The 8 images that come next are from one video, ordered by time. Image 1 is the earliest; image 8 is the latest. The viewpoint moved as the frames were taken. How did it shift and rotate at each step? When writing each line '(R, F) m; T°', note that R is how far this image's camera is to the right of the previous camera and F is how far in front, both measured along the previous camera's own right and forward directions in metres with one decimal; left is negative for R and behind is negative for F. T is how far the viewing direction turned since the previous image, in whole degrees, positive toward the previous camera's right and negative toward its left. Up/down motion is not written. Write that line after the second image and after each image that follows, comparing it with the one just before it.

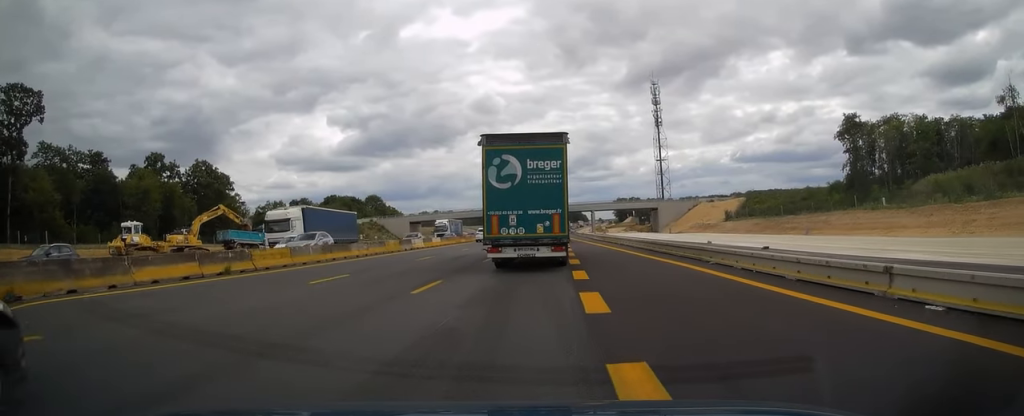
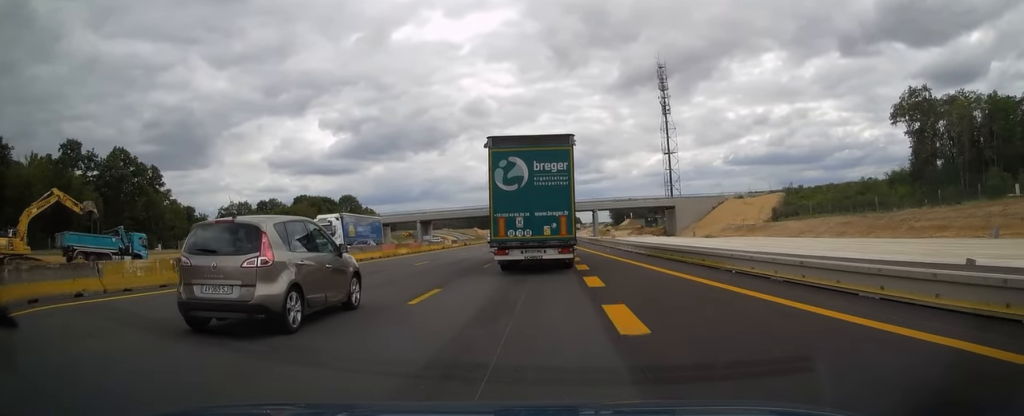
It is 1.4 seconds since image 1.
(+0.2, +28.0) m; +1°
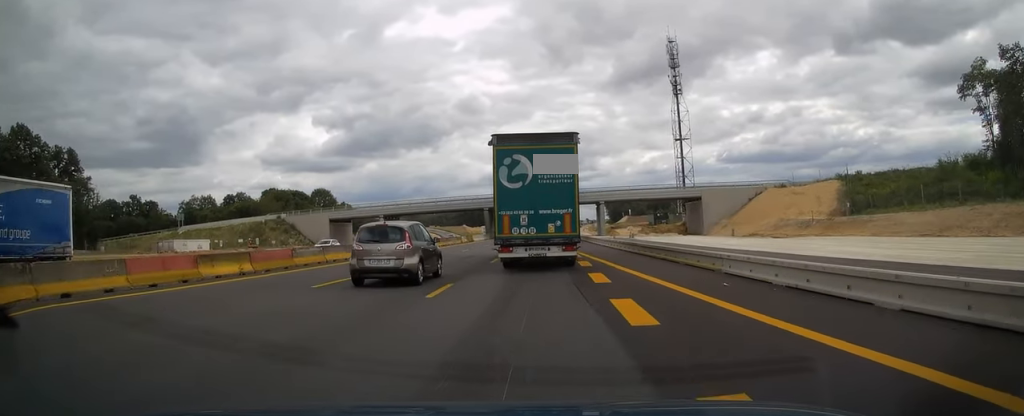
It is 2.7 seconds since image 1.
(+0.2, +25.6) m; 0°
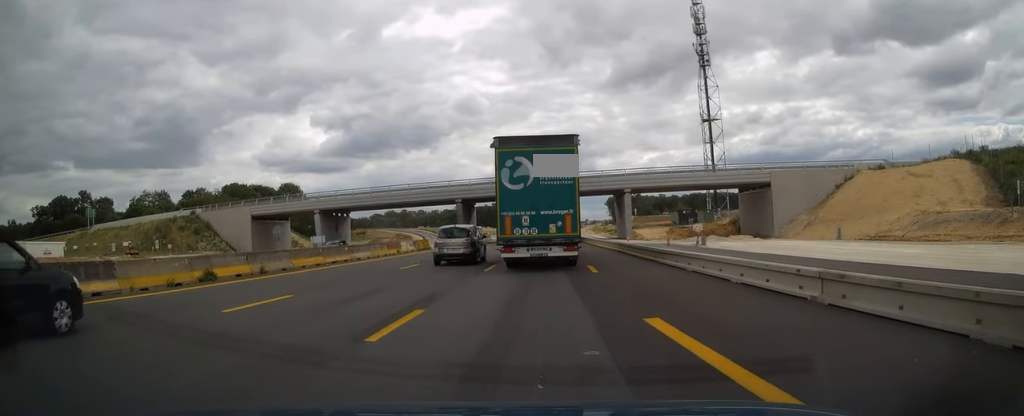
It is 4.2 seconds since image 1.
(0.0, +31.1) m; 0°
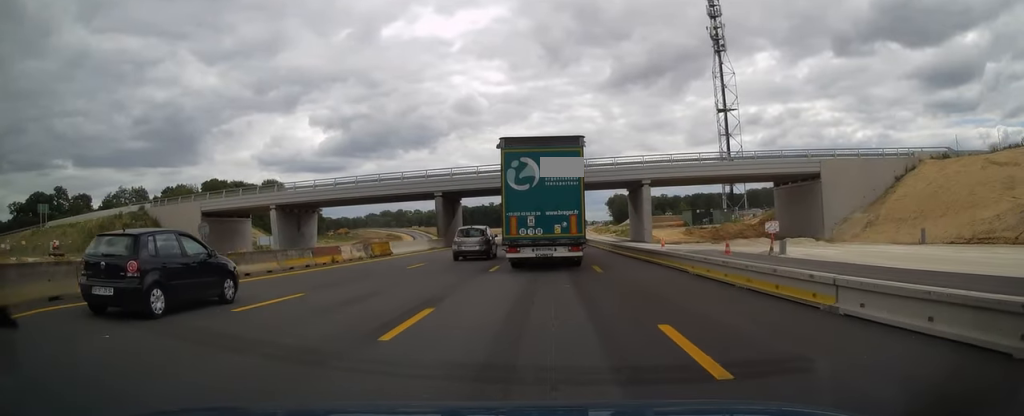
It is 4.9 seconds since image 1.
(0.0, +12.9) m; 0°
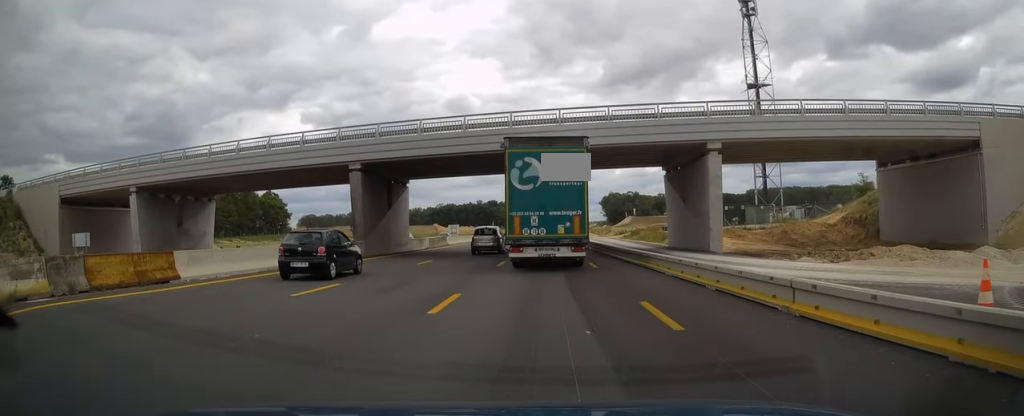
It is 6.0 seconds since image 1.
(+0.1, +23.6) m; 0°
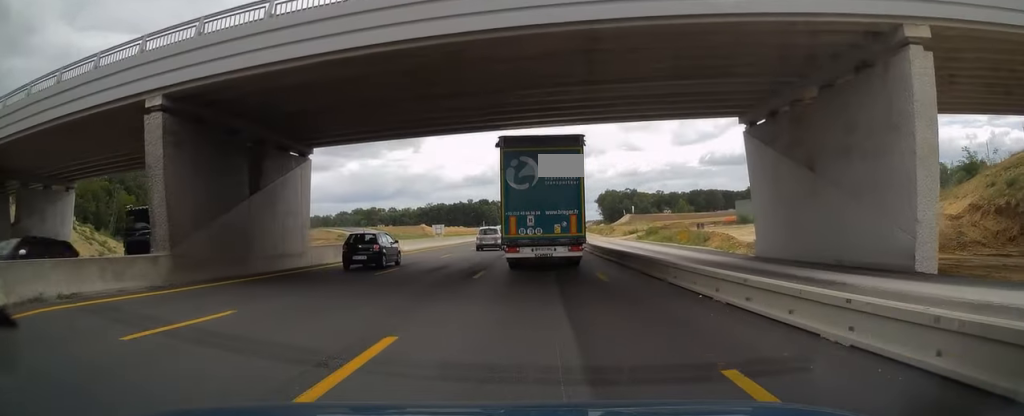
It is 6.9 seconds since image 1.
(+0.1, +18.4) m; +1°
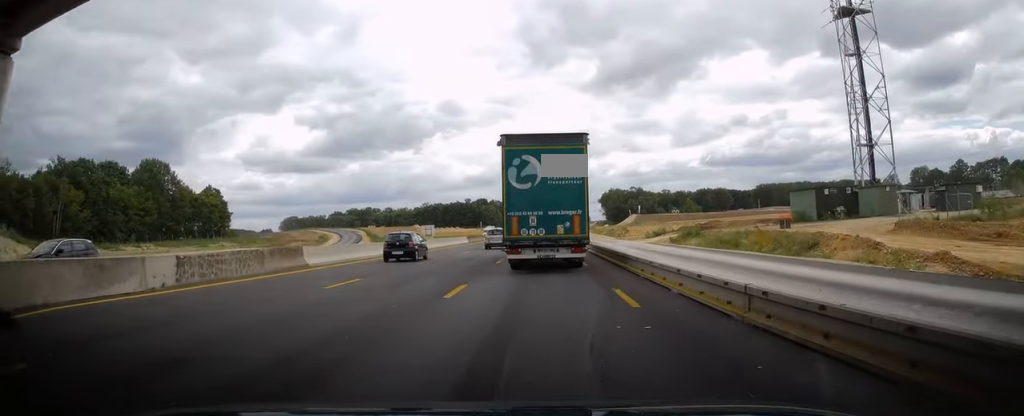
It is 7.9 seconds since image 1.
(+0.1, +18.1) m; 0°
